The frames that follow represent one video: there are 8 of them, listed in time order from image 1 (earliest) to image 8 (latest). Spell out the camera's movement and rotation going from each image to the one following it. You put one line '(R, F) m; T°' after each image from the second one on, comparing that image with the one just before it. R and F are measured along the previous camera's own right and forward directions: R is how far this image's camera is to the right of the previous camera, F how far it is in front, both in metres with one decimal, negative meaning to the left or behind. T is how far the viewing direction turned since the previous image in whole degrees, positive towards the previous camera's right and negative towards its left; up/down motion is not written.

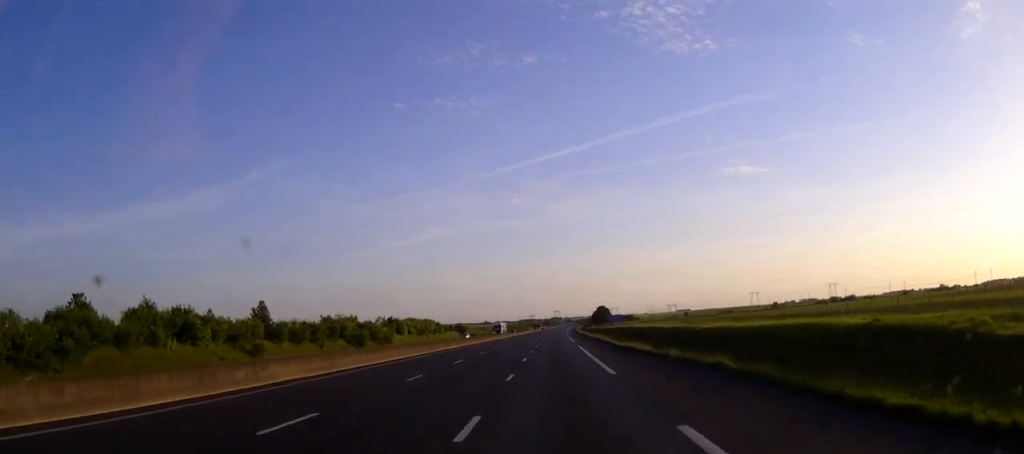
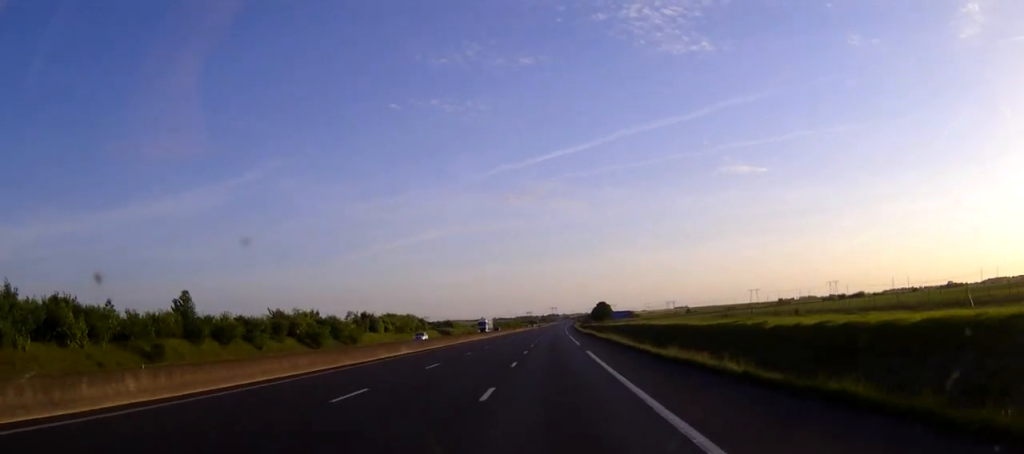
(0.0, +21.2) m; 0°
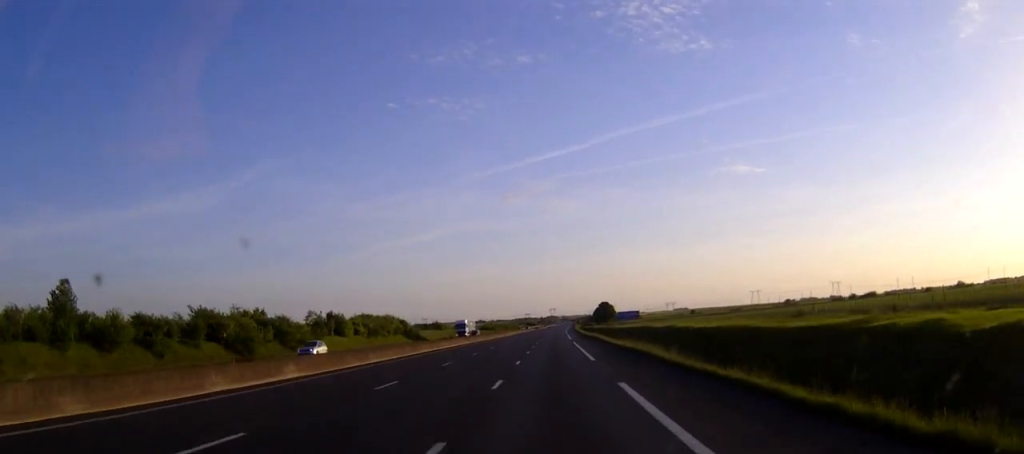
(0.0, +22.2) m; 0°
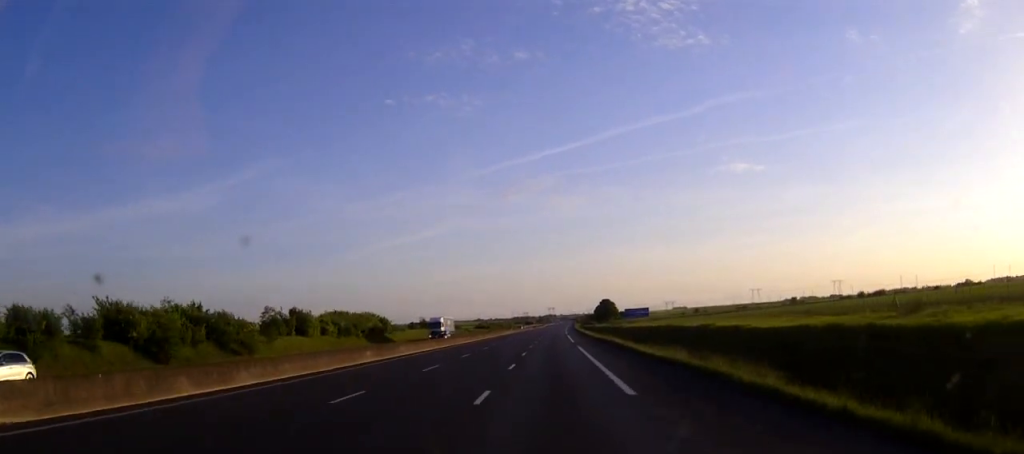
(0.0, +17.5) m; 0°
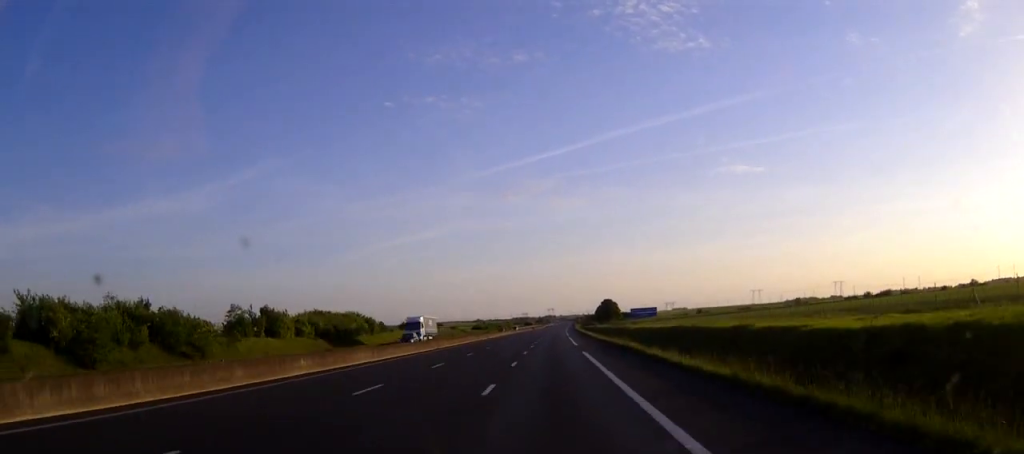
(0.0, +11.1) m; 0°
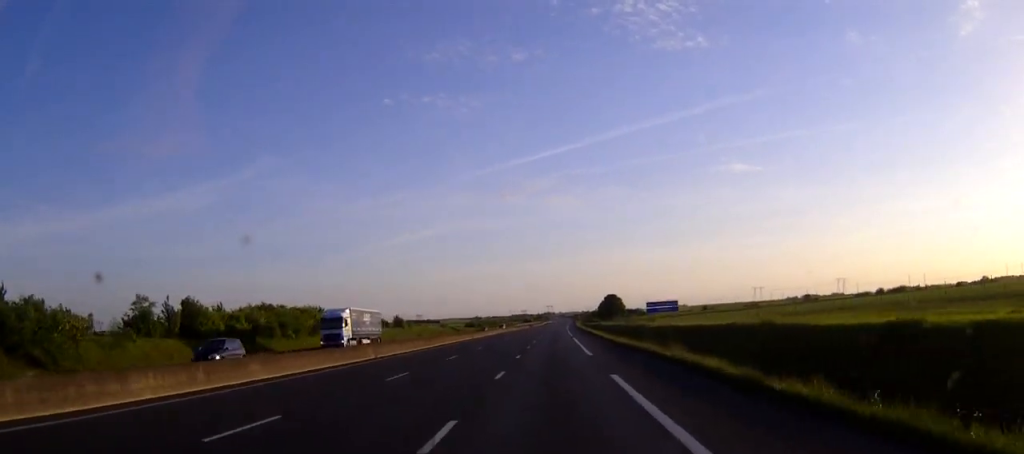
(0.0, +22.2) m; 0°
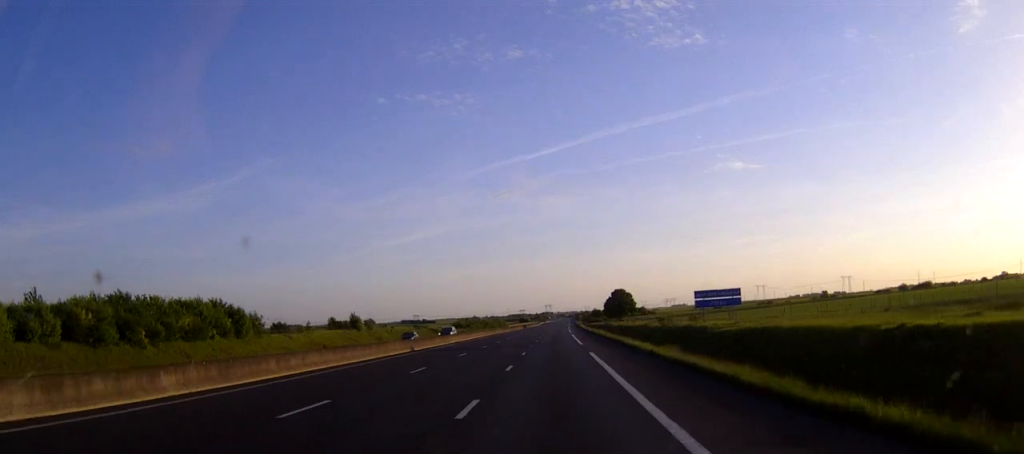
(0.0, +36.0) m; 0°
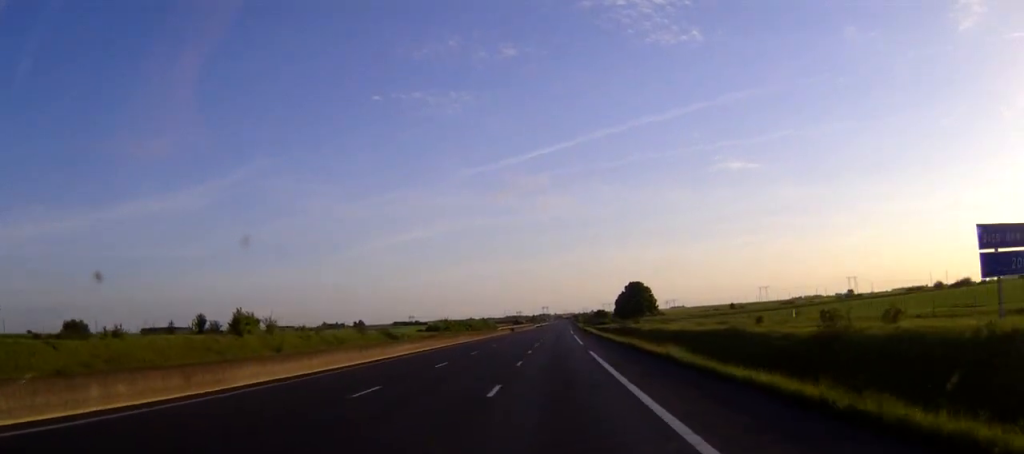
(0.0, +48.0) m; 0°
